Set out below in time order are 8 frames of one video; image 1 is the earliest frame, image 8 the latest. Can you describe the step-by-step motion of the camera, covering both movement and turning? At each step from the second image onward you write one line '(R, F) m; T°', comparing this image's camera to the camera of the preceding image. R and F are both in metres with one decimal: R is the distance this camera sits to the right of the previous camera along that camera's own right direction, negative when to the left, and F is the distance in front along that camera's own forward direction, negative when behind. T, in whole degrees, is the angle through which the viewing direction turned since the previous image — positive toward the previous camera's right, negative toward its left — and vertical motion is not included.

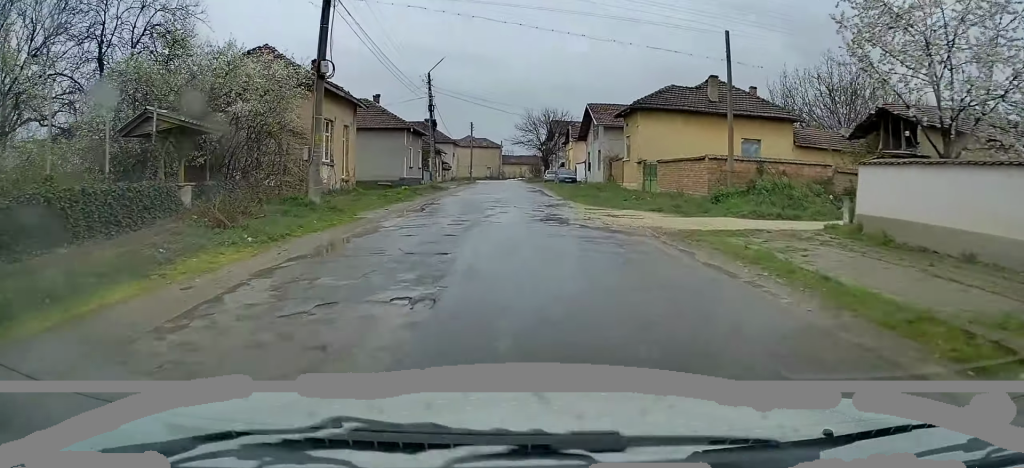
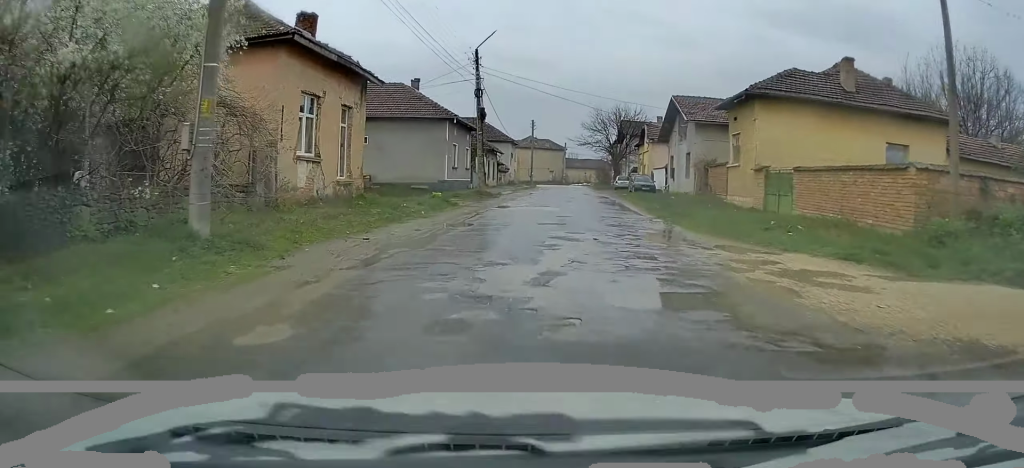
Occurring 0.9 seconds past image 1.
(-0.4, +9.5) m; -2°
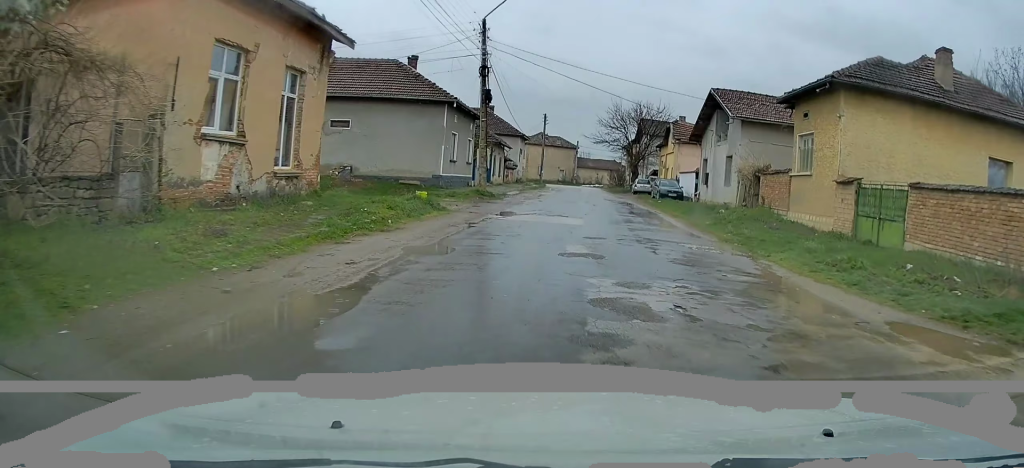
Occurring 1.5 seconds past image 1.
(0.0, +6.1) m; 0°
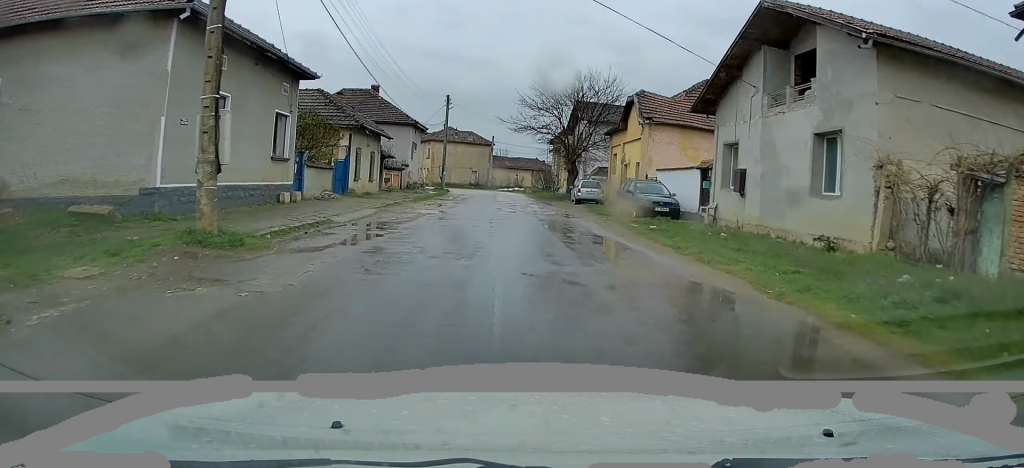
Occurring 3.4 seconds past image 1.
(+0.4, +19.2) m; +3°
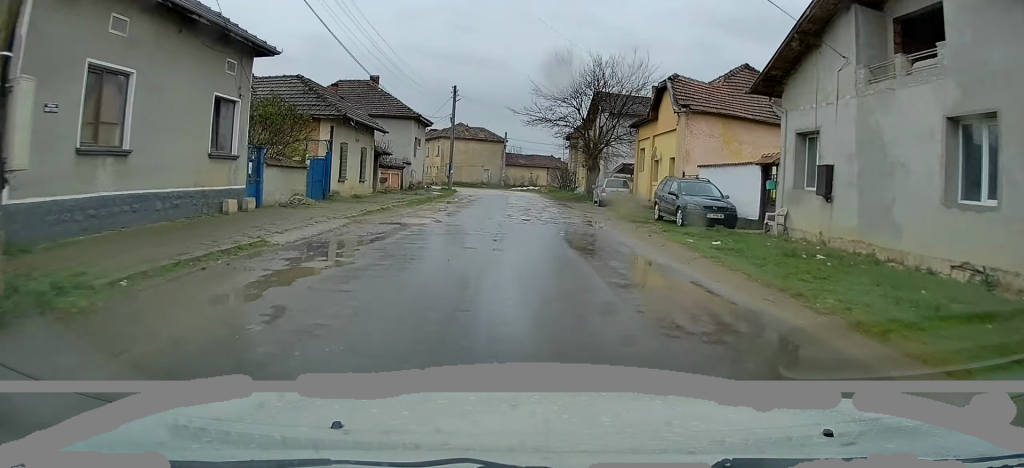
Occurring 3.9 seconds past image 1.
(0.0, +5.0) m; +1°
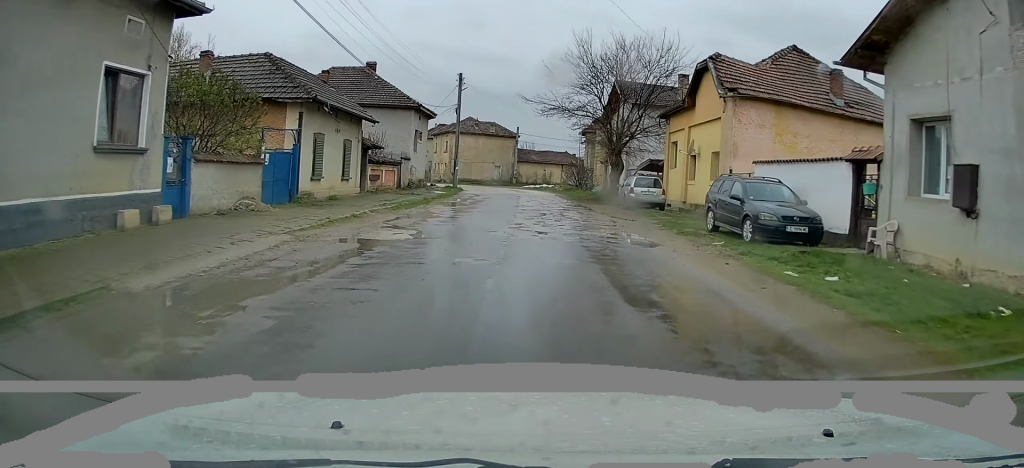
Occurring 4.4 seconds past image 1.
(+0.1, +4.9) m; -1°
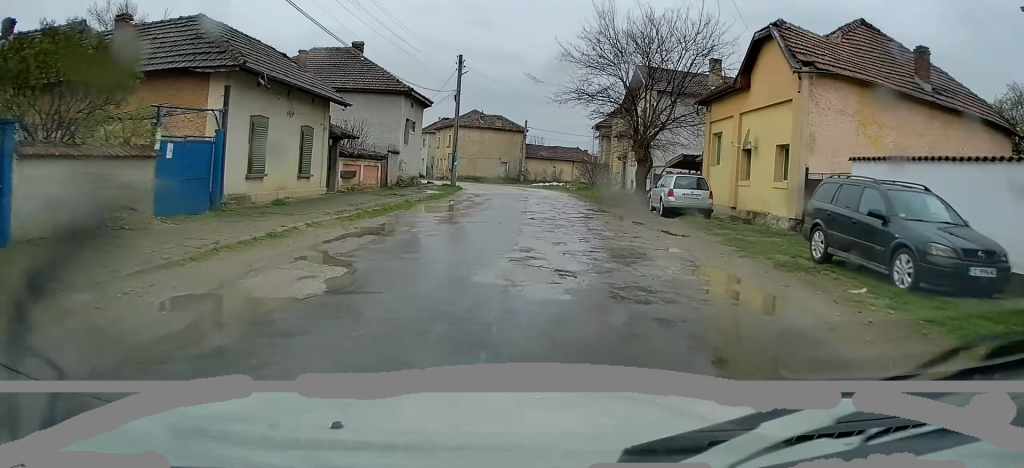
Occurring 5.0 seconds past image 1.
(+0.2, +5.9) m; -1°
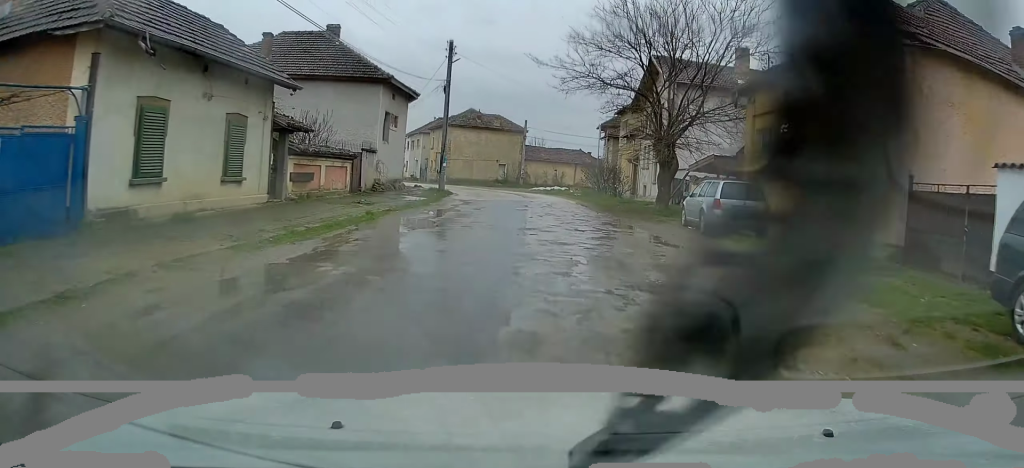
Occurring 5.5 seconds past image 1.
(-0.3, +5.2) m; -1°
